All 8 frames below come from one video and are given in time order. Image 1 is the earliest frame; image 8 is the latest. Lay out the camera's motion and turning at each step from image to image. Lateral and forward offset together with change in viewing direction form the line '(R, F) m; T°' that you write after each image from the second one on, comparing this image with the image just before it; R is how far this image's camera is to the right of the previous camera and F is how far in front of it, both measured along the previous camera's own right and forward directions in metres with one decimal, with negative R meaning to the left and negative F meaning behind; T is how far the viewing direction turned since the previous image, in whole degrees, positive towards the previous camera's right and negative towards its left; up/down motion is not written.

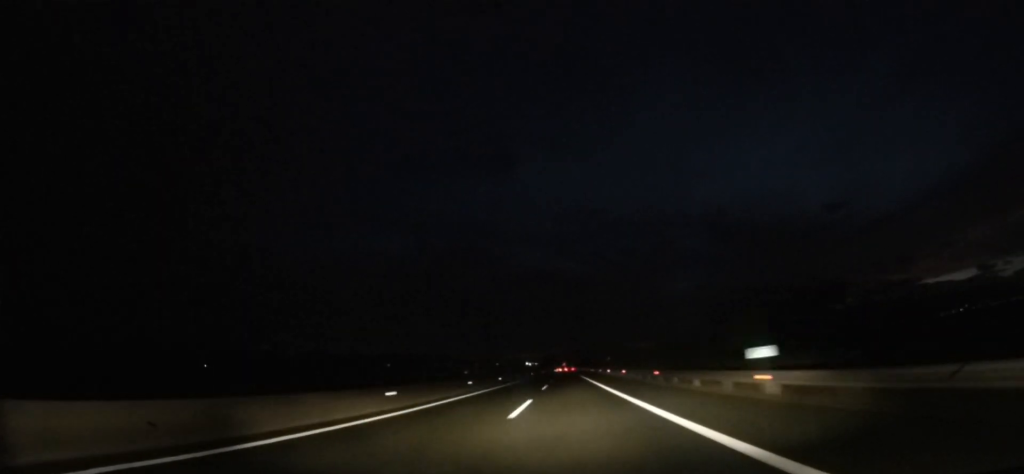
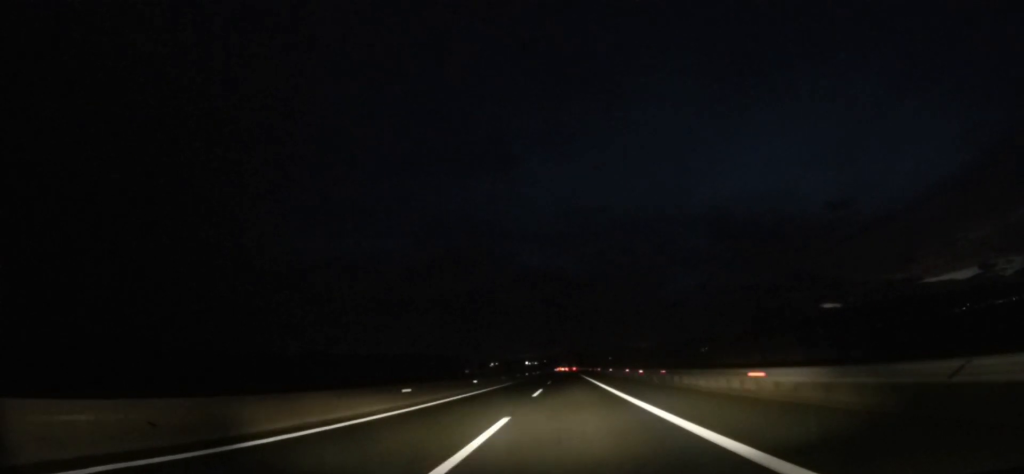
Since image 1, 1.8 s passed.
(+0.2, +61.7) m; 0°
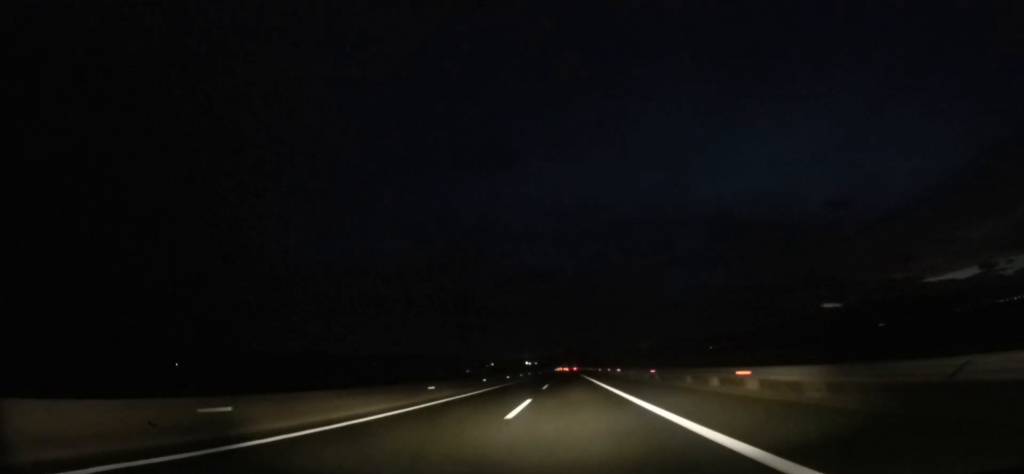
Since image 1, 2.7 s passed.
(+0.2, +27.9) m; -1°
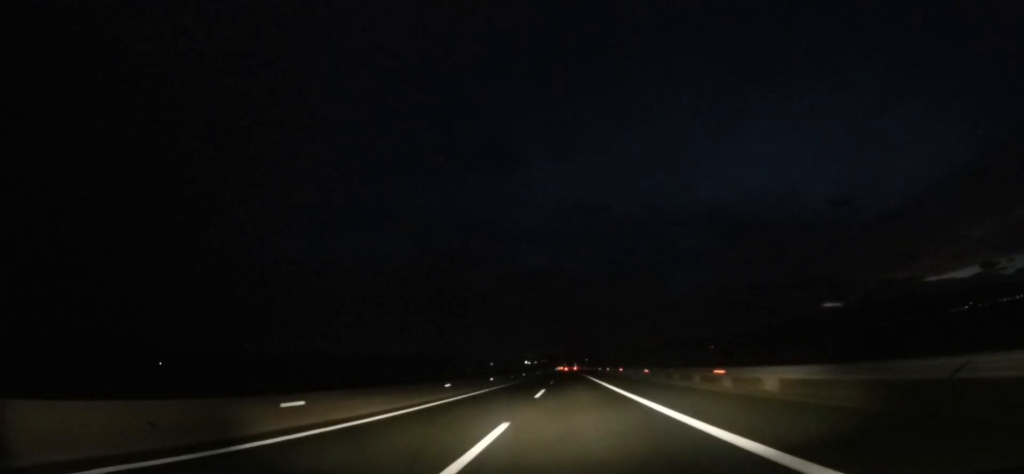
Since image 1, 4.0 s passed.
(-0.6, +44.4) m; 0°
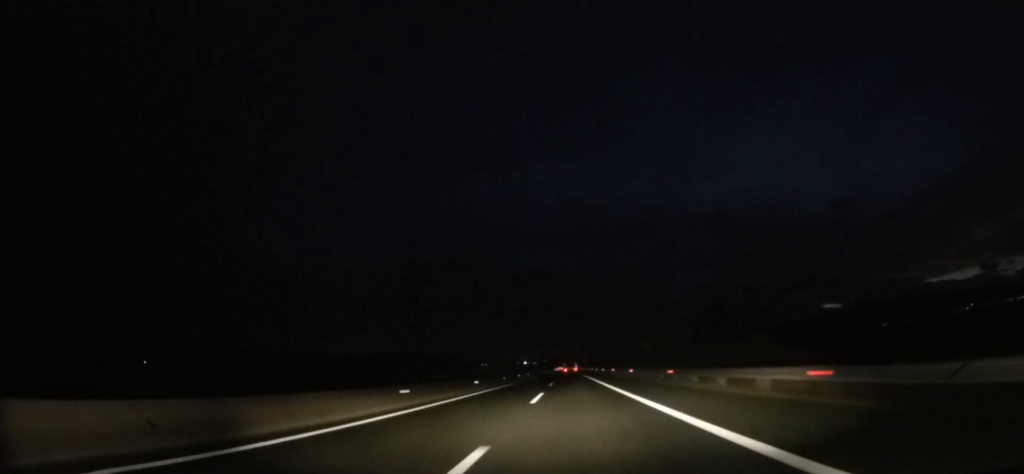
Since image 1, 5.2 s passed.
(-0.5, +38.7) m; 0°
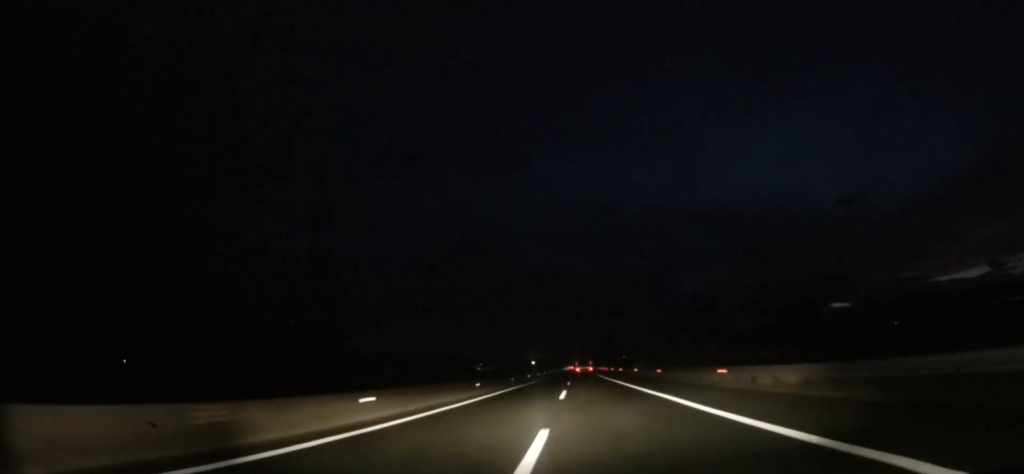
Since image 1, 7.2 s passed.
(+1.0, +67.9) m; 0°
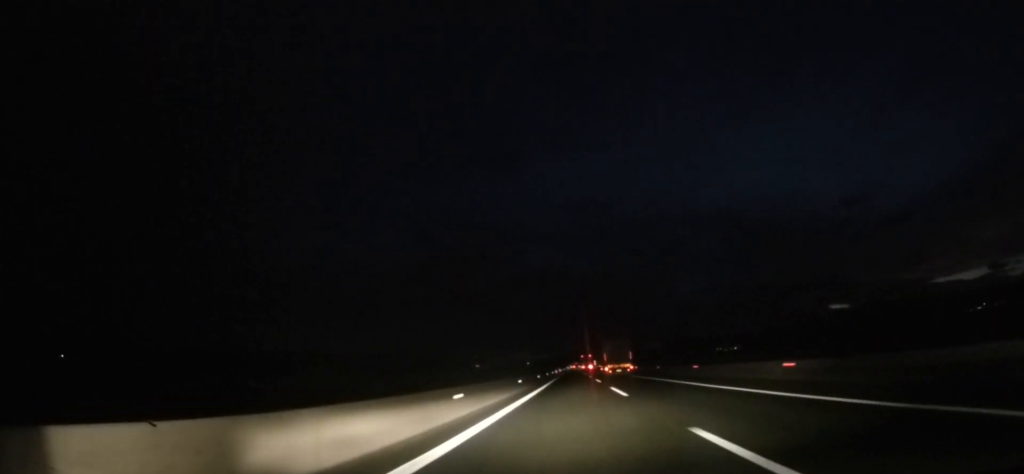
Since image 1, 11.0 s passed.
(-1.6, +117.7) m; 0°
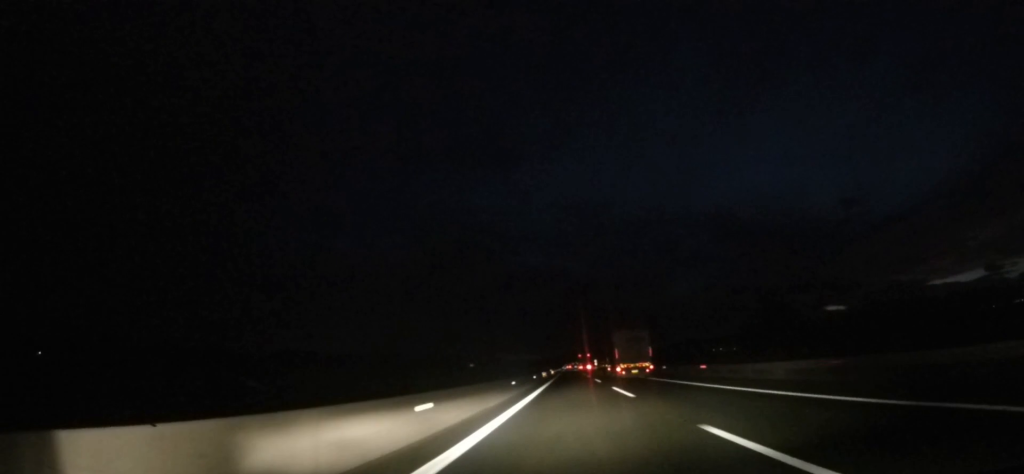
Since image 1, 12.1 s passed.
(+0.4, +36.0) m; 0°
